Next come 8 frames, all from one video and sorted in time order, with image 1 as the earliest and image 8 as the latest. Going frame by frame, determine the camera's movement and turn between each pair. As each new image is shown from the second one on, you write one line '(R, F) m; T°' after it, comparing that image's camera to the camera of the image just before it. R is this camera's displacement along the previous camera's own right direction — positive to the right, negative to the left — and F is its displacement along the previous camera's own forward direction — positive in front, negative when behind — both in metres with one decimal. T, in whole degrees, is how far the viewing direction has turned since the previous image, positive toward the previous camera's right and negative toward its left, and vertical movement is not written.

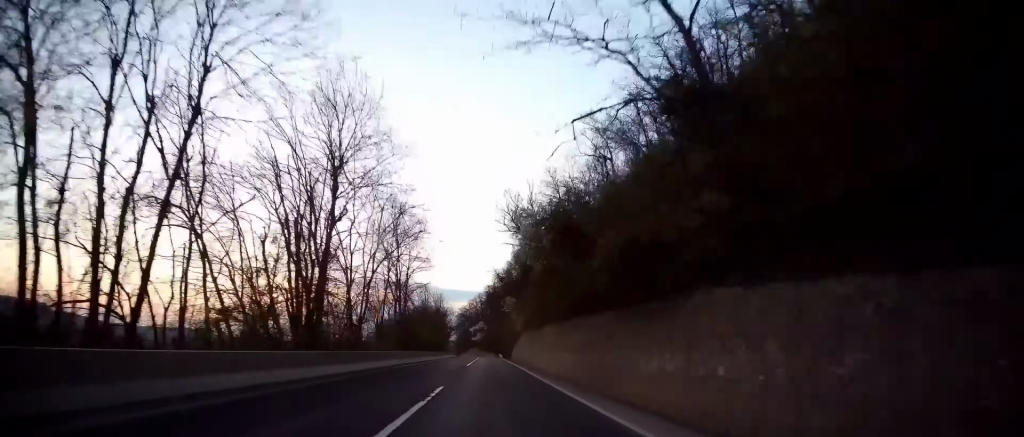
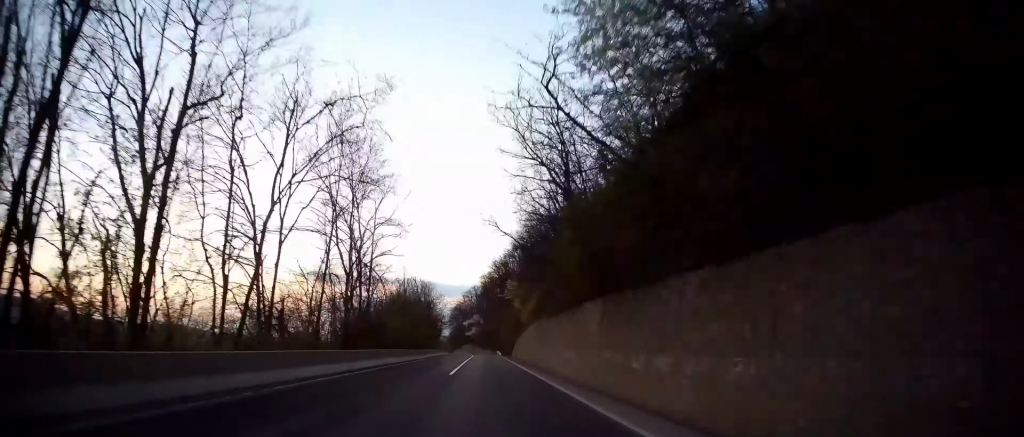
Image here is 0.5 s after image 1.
(+0.2, +15.5) m; +1°
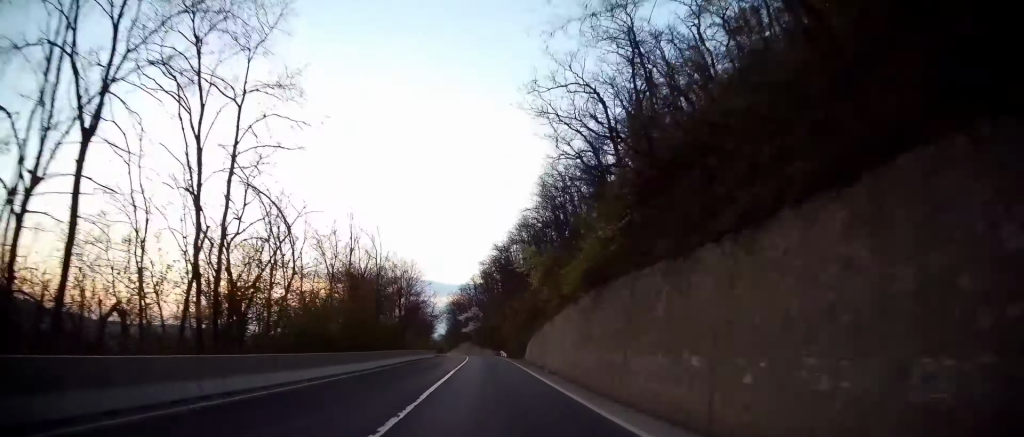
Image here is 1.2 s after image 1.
(+0.2, +22.5) m; +1°
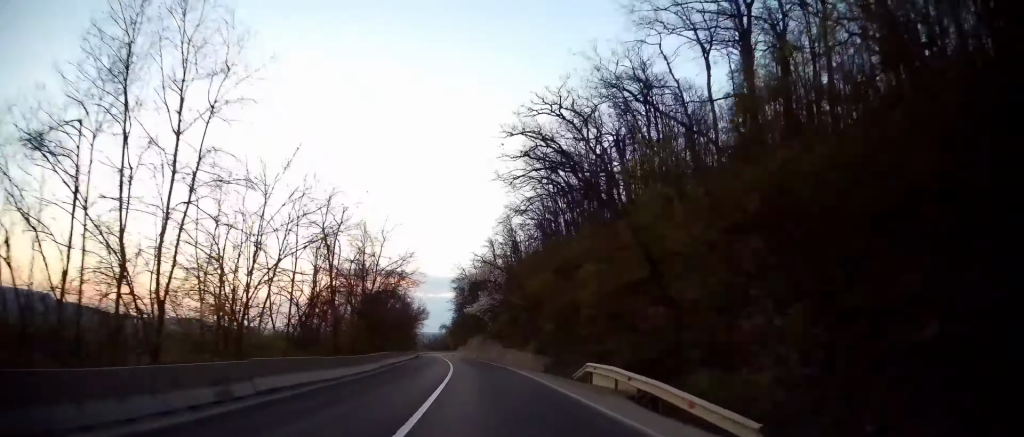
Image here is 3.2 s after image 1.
(+1.0, +58.7) m; 0°
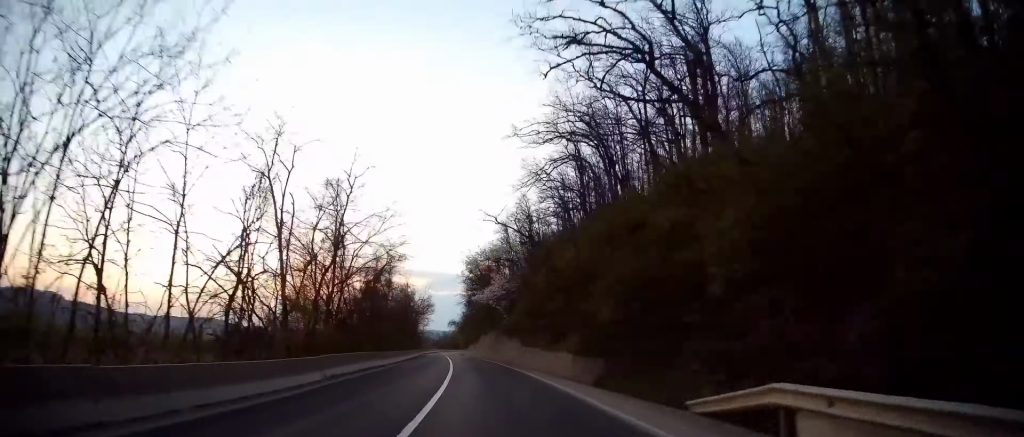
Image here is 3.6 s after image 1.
(-0.3, +12.0) m; -1°
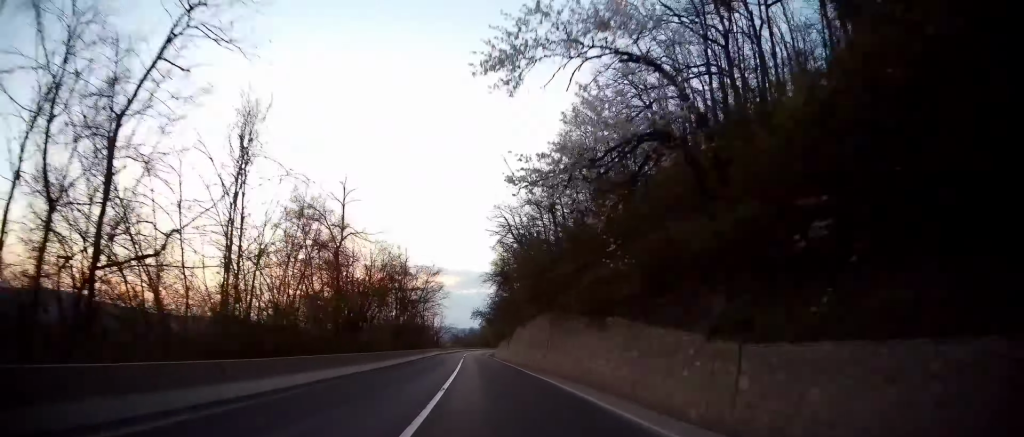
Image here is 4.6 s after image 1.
(-0.5, +29.9) m; -2°
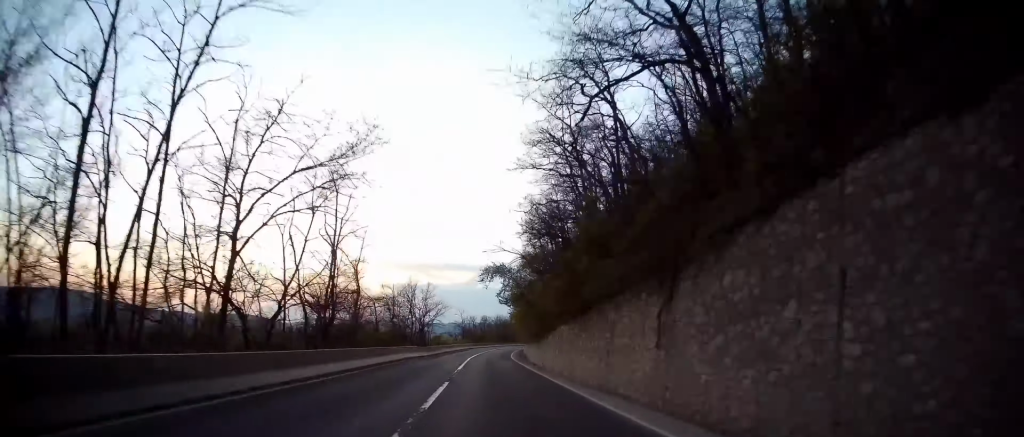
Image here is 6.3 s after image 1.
(-2.0, +50.5) m; -5°
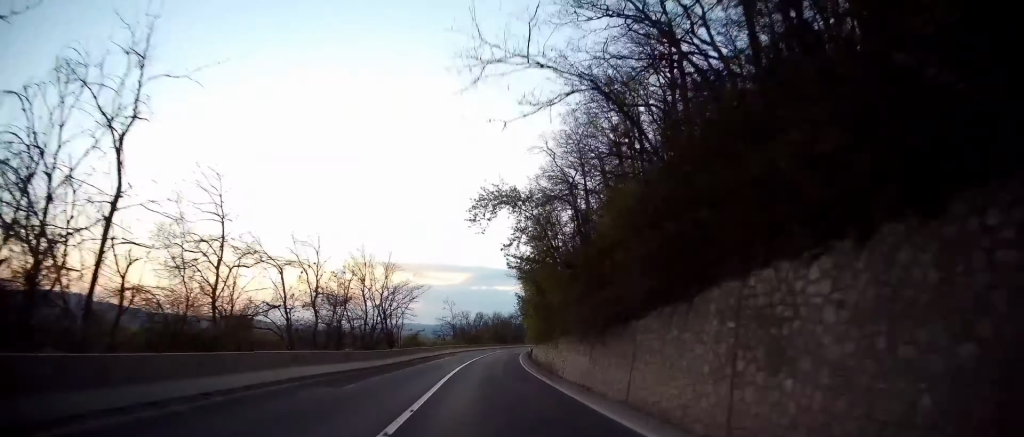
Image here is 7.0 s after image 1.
(-0.5, +21.8) m; 0°
